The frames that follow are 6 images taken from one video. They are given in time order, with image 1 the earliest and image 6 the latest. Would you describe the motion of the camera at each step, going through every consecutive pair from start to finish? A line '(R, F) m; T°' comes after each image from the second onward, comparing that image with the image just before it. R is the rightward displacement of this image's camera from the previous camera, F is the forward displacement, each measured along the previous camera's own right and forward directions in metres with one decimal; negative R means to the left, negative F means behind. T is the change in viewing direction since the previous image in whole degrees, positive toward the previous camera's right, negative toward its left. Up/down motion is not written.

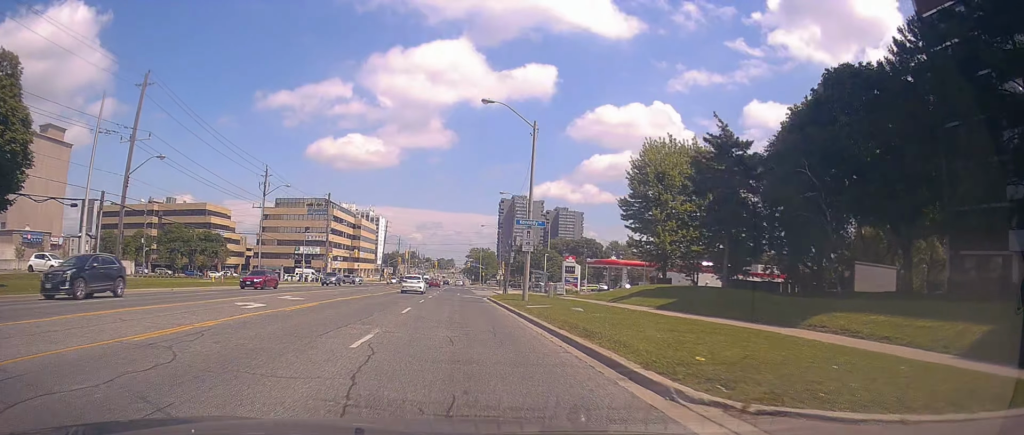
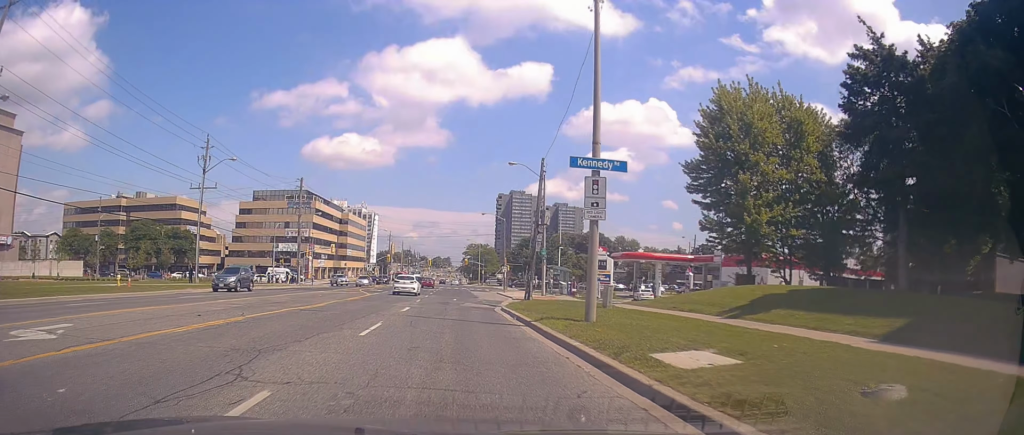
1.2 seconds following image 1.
(-0.8, +16.4) m; +1°
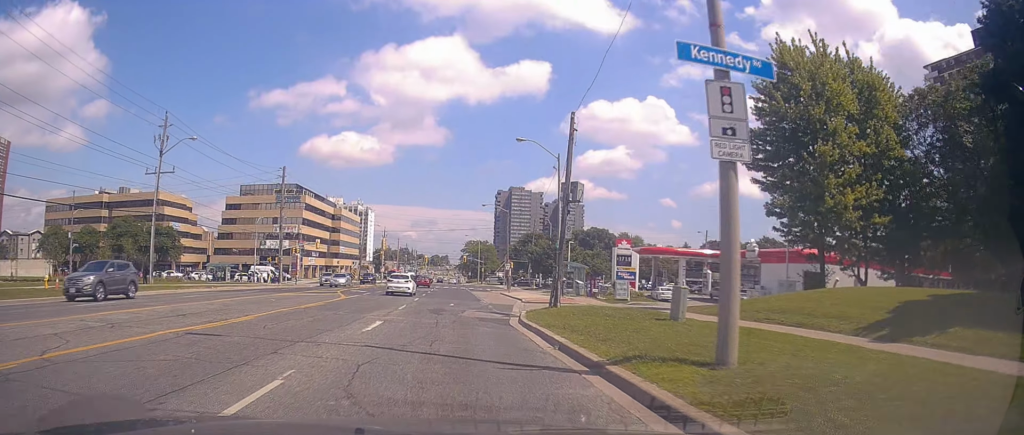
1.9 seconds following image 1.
(+0.5, +8.3) m; +3°
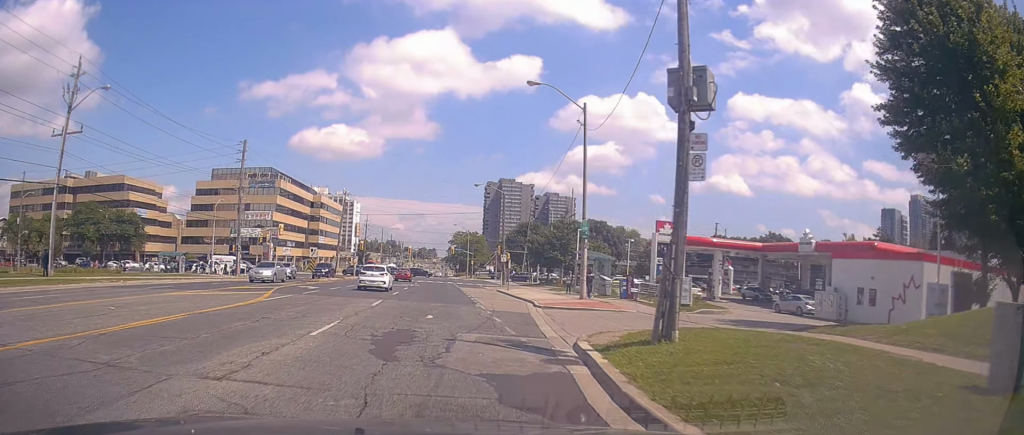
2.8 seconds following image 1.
(+0.1, +12.1) m; 0°
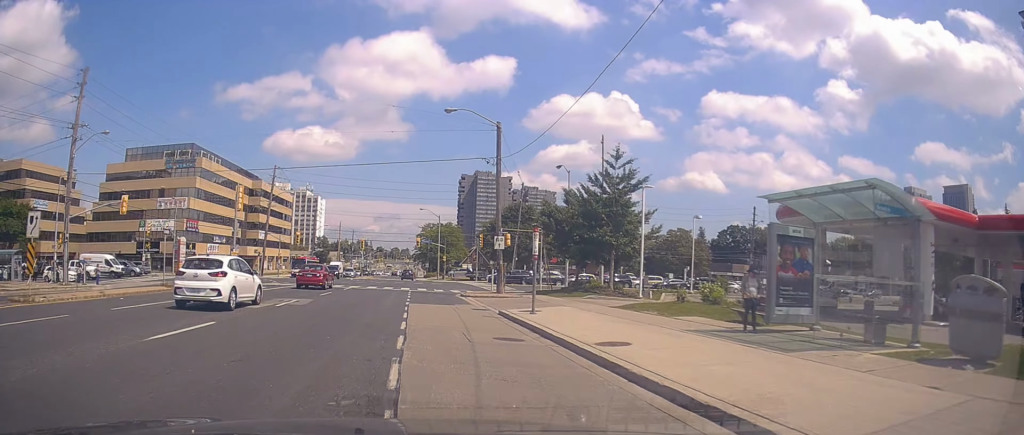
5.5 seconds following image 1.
(-1.2, +33.2) m; +1°
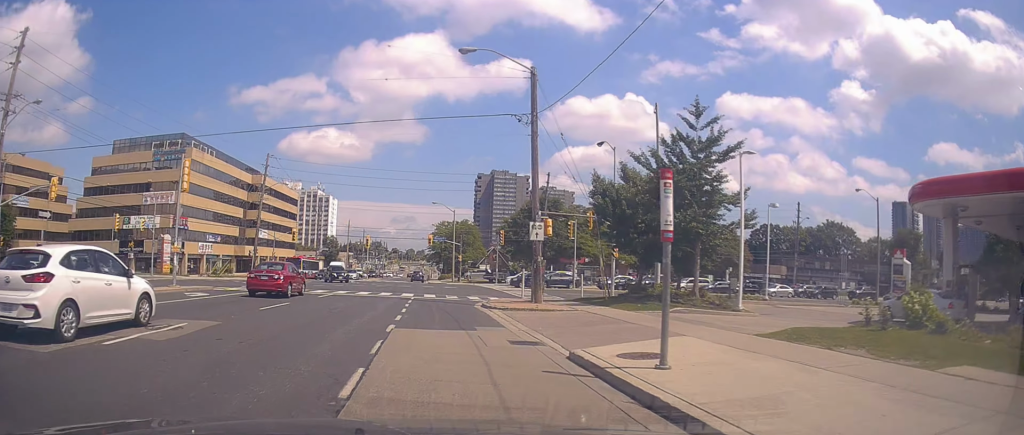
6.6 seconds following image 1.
(+0.4, +11.0) m; +3°
